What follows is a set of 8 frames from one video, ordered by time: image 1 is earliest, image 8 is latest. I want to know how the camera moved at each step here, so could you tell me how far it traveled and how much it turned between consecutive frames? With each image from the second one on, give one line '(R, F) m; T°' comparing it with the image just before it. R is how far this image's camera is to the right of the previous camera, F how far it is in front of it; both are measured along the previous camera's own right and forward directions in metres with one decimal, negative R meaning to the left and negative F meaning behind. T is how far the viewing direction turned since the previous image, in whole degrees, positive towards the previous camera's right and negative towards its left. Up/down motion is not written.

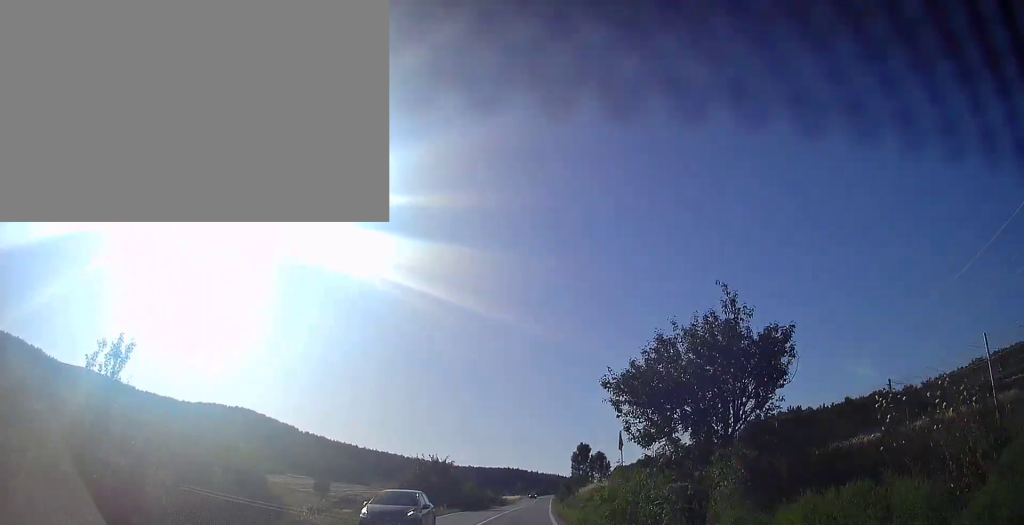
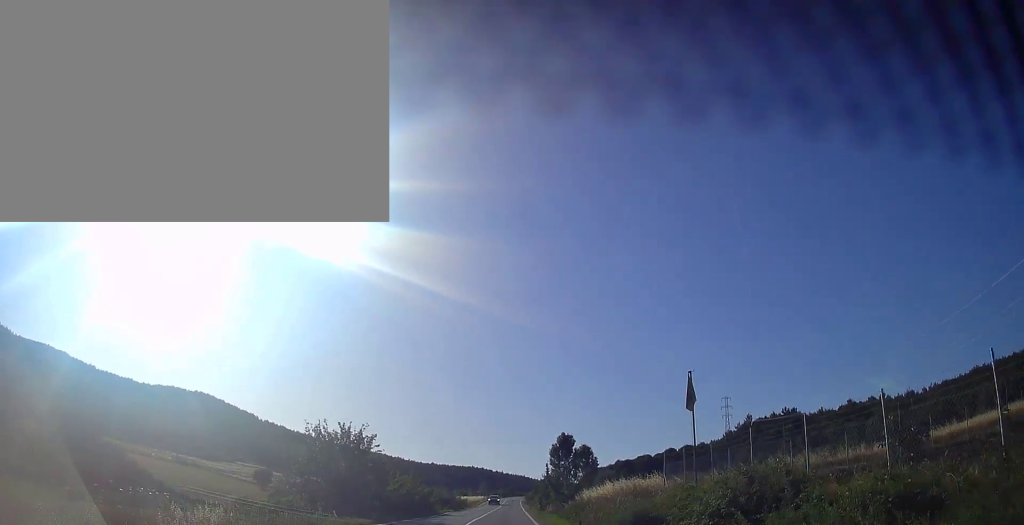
(+0.9, +23.3) m; +4°
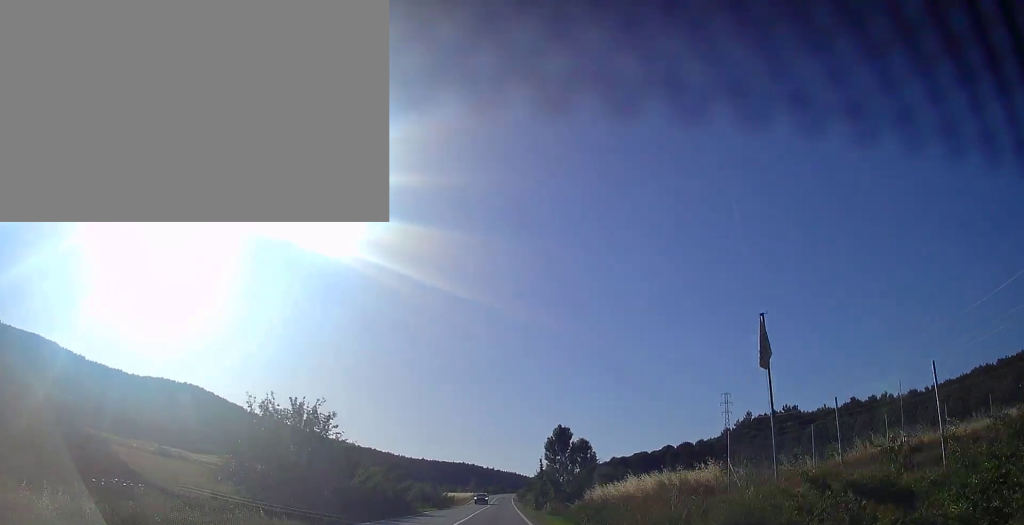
(+0.1, +7.6) m; +1°
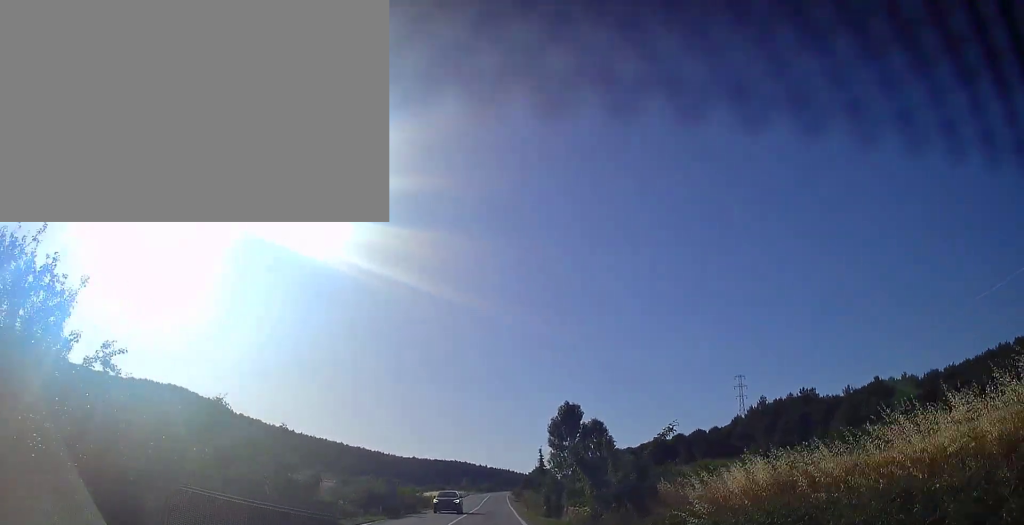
(+0.3, +19.9) m; +1°
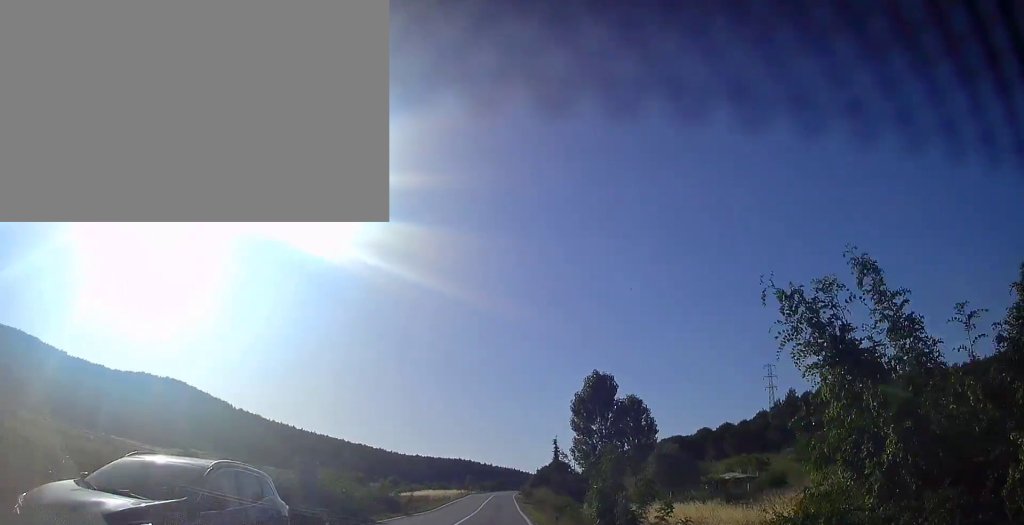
(+0.1, +17.0) m; 0°
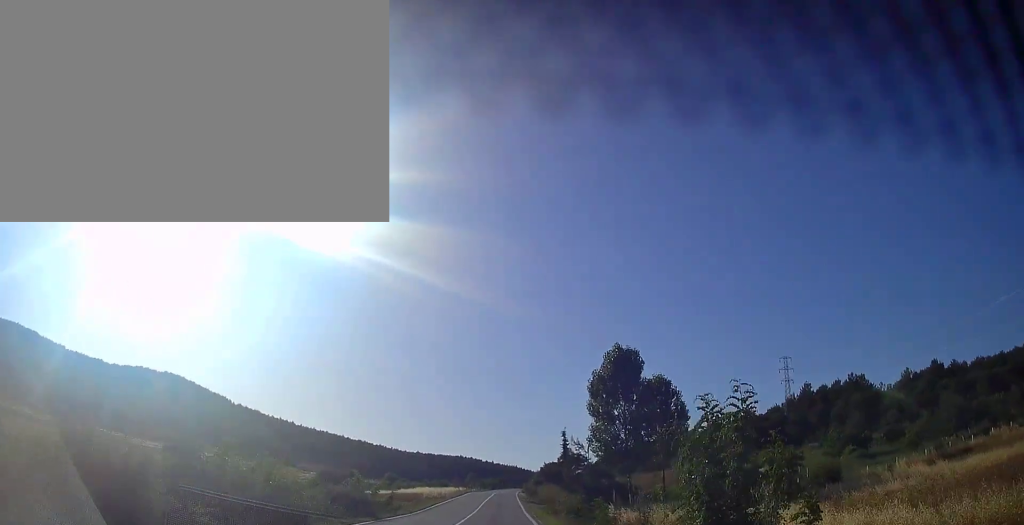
(+0.1, +8.6) m; 0°
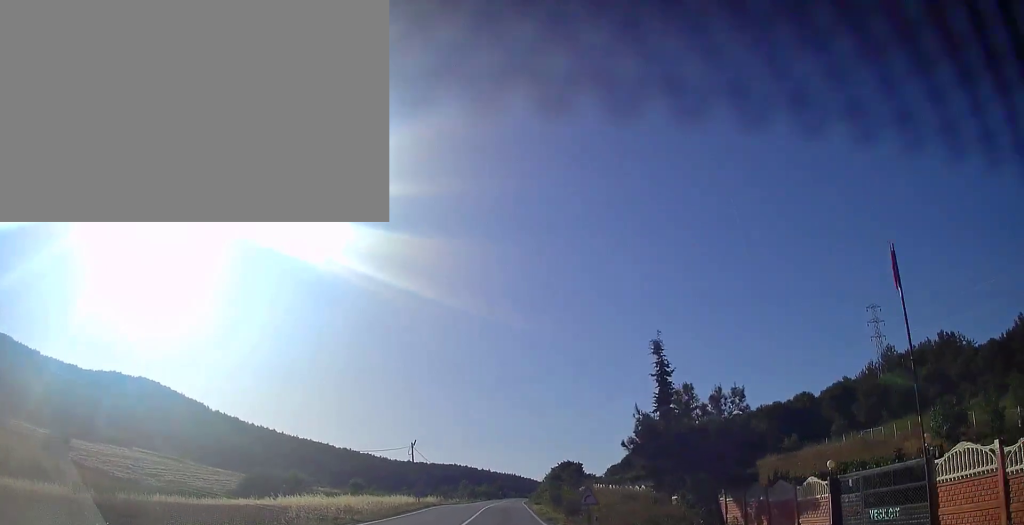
(-0.2, +43.5) m; 0°
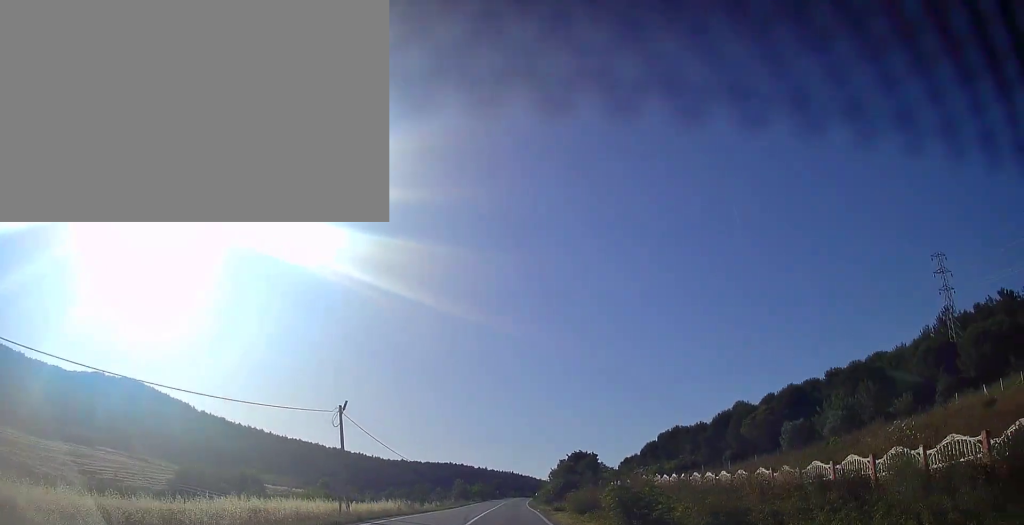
(0.0, +23.6) m; 0°
